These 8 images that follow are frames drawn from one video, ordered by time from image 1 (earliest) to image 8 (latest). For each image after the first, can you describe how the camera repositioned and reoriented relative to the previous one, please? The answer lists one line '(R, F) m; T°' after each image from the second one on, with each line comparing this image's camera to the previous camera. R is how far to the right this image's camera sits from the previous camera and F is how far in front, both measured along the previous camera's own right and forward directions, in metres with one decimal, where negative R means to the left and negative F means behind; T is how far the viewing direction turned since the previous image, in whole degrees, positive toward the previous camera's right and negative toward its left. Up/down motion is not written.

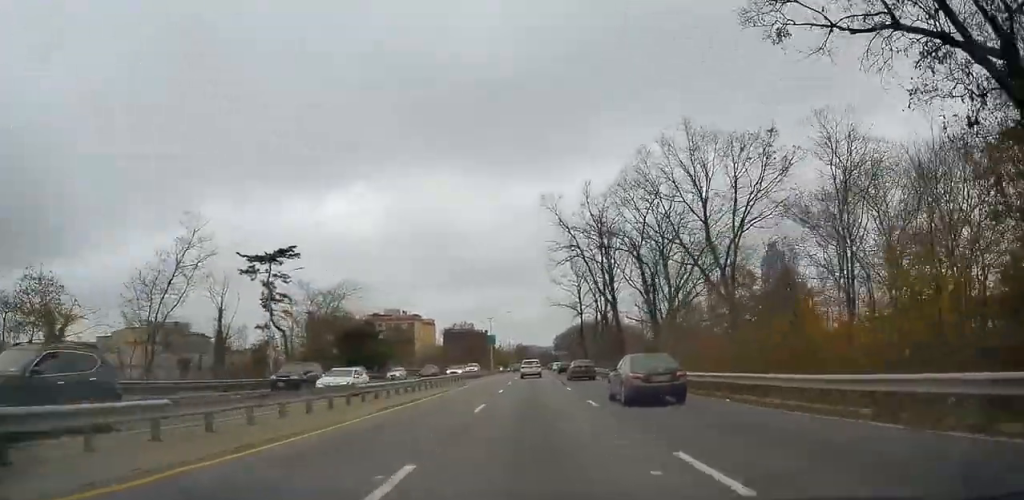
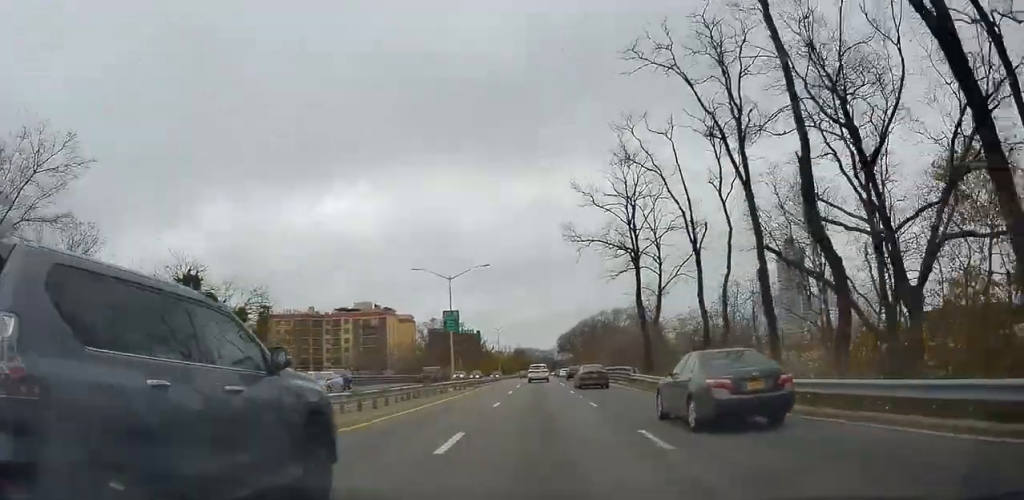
(-0.5, +44.0) m; -1°
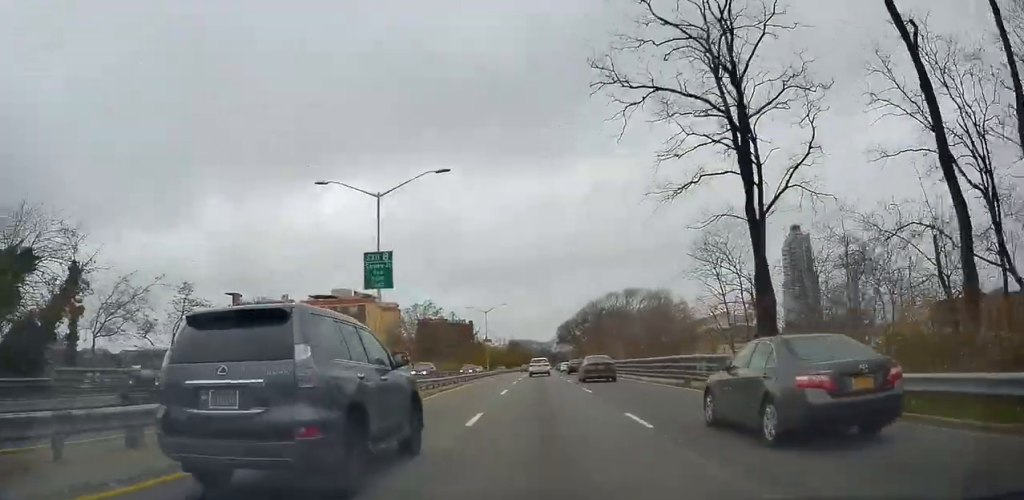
(-0.2, +20.5) m; +1°
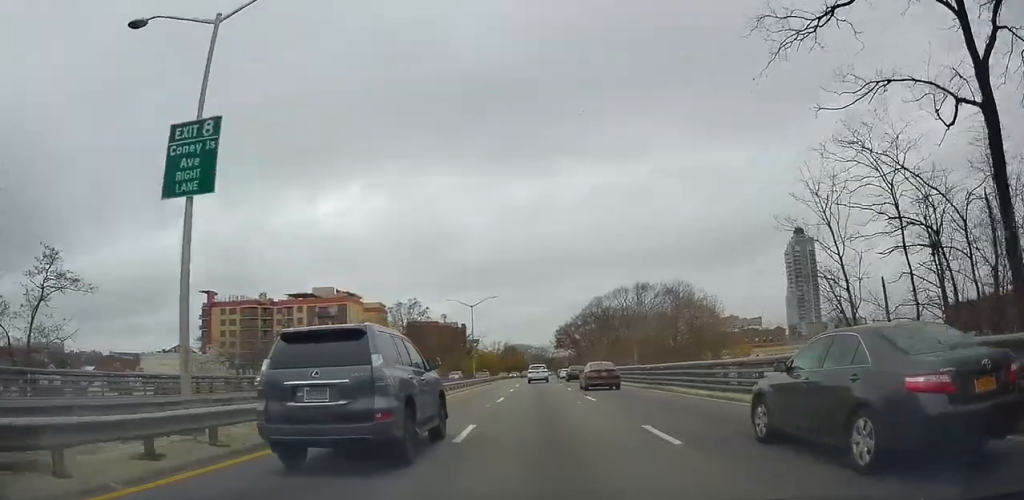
(+0.1, +13.8) m; +2°
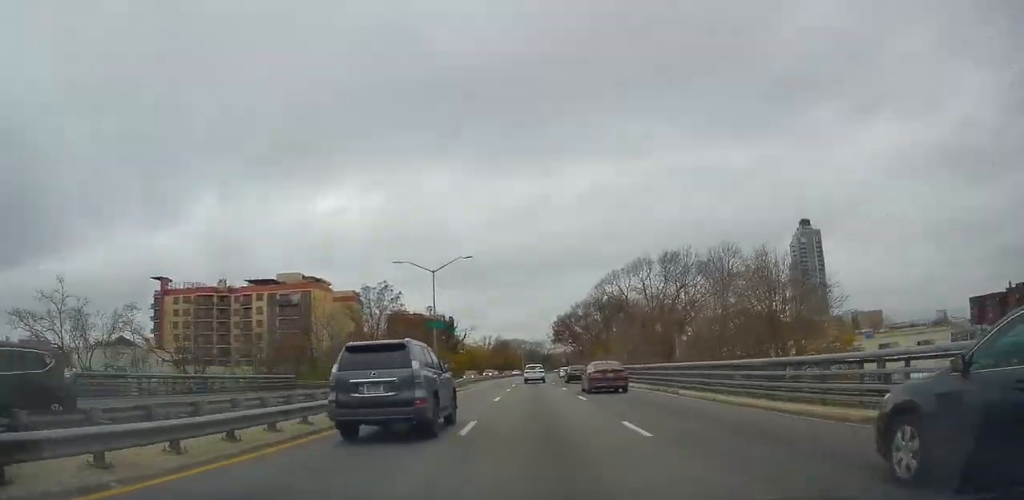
(+0.5, +22.0) m; 0°
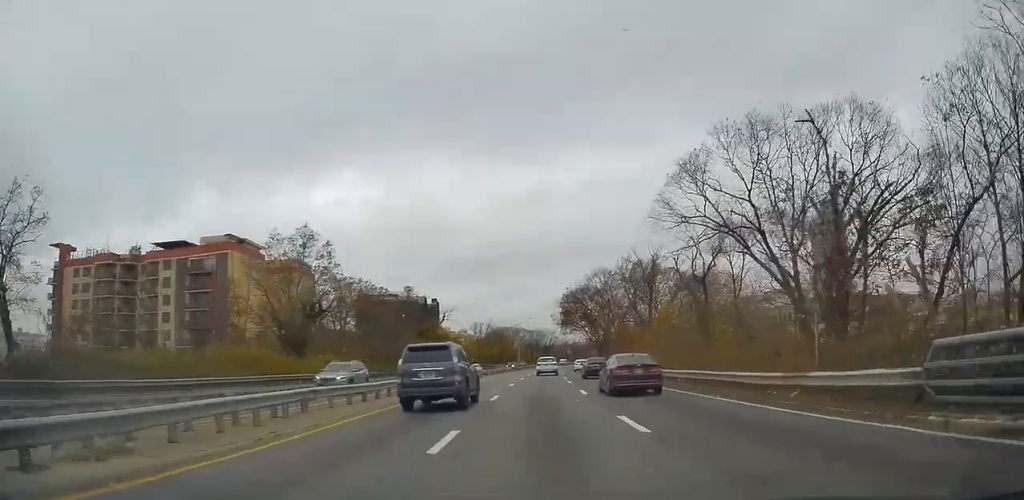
(-0.1, +39.1) m; 0°
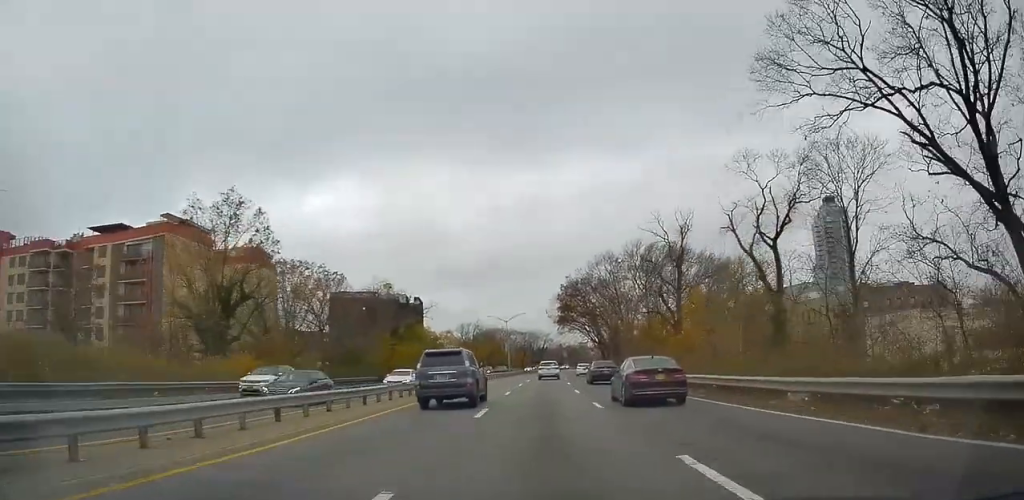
(+0.1, +17.2) m; 0°
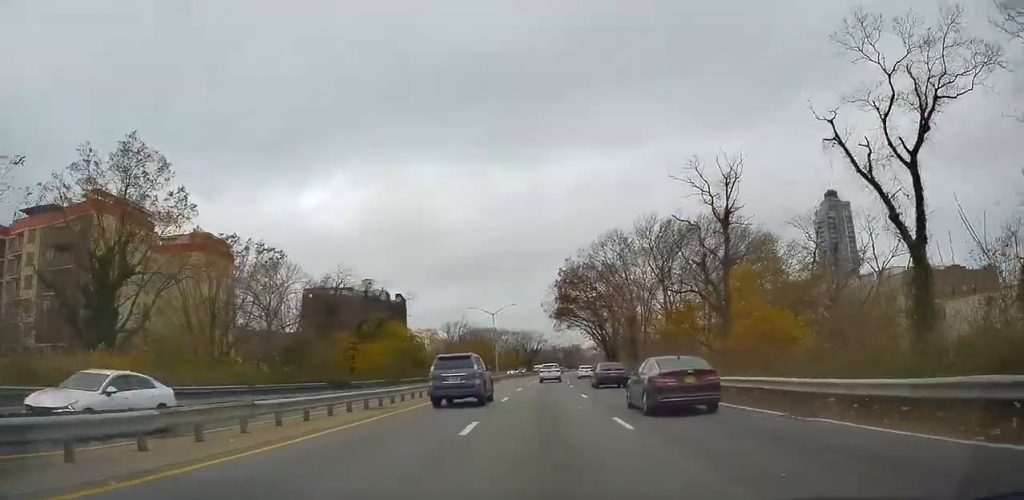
(-0.3, +15.2) m; -1°
